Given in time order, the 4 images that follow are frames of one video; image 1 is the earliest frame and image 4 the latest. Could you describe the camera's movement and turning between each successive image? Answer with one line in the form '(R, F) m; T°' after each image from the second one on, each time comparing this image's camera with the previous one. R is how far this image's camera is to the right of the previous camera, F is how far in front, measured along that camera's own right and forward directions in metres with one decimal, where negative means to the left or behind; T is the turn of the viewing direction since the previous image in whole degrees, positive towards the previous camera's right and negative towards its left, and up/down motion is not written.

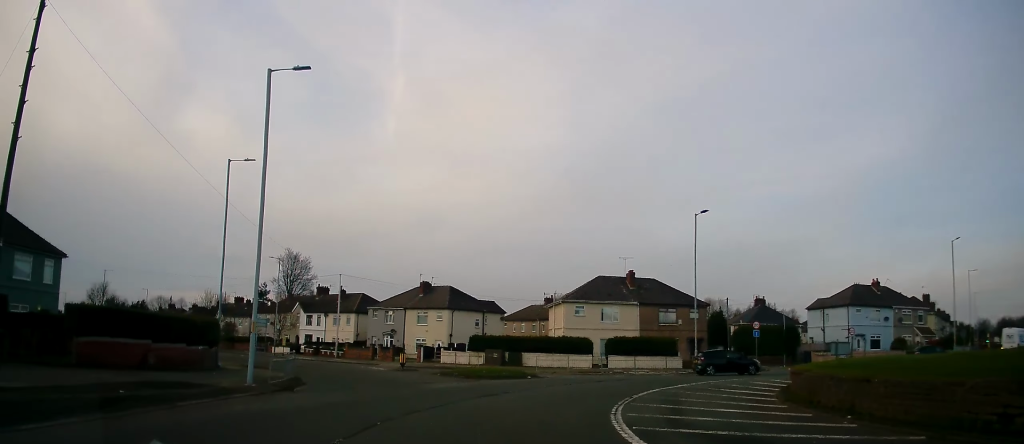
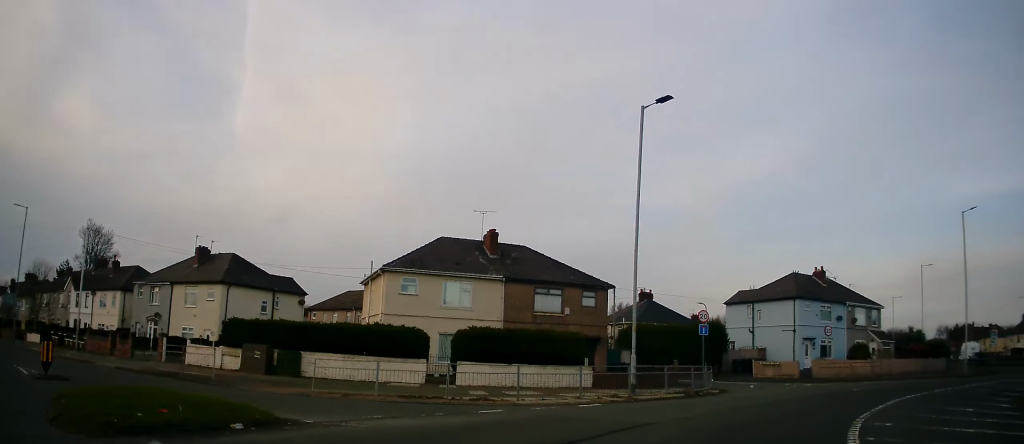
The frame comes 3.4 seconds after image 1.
(-2.4, +18.7) m; +5°
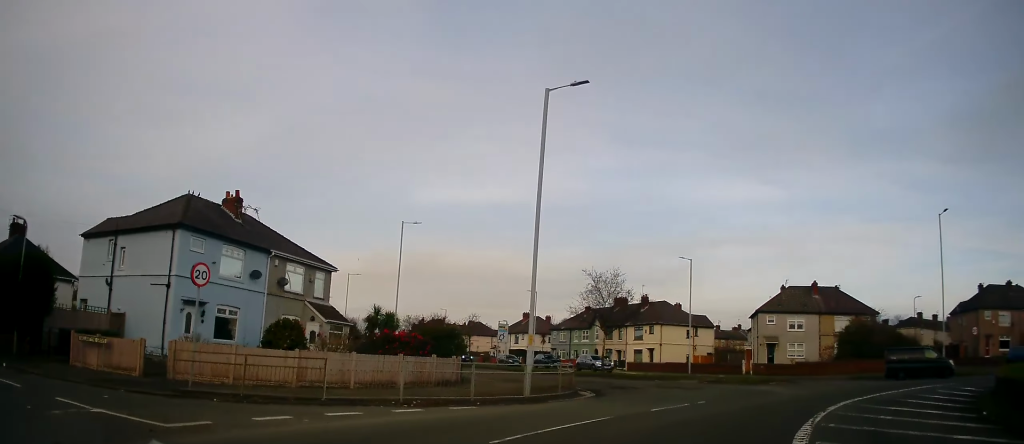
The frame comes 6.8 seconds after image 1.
(+9.2, +17.9) m; +53°
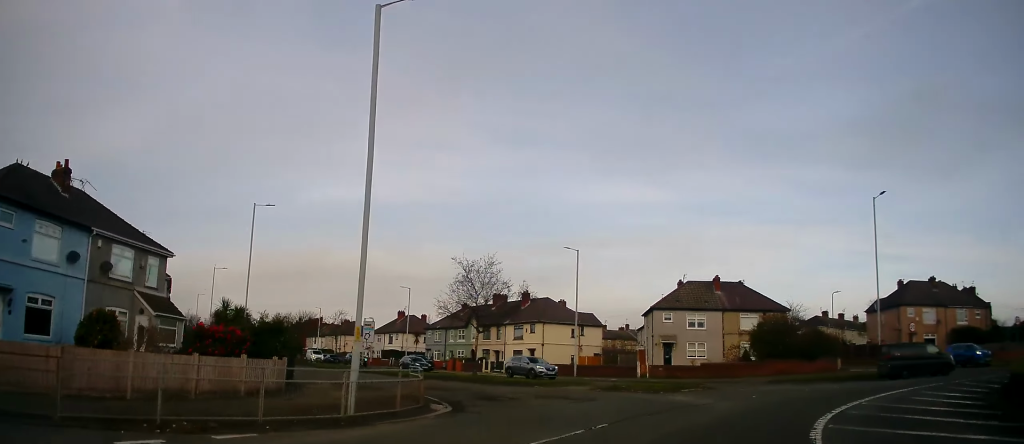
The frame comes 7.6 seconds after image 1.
(+0.7, +5.3) m; +10°
